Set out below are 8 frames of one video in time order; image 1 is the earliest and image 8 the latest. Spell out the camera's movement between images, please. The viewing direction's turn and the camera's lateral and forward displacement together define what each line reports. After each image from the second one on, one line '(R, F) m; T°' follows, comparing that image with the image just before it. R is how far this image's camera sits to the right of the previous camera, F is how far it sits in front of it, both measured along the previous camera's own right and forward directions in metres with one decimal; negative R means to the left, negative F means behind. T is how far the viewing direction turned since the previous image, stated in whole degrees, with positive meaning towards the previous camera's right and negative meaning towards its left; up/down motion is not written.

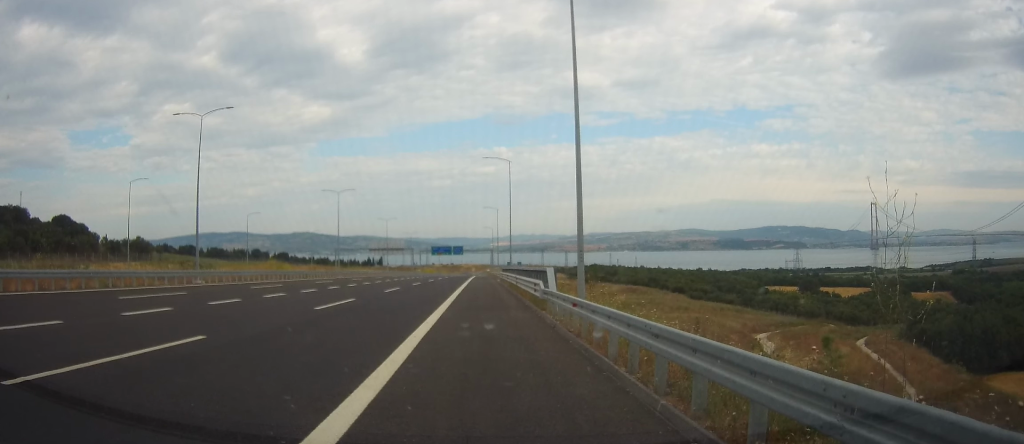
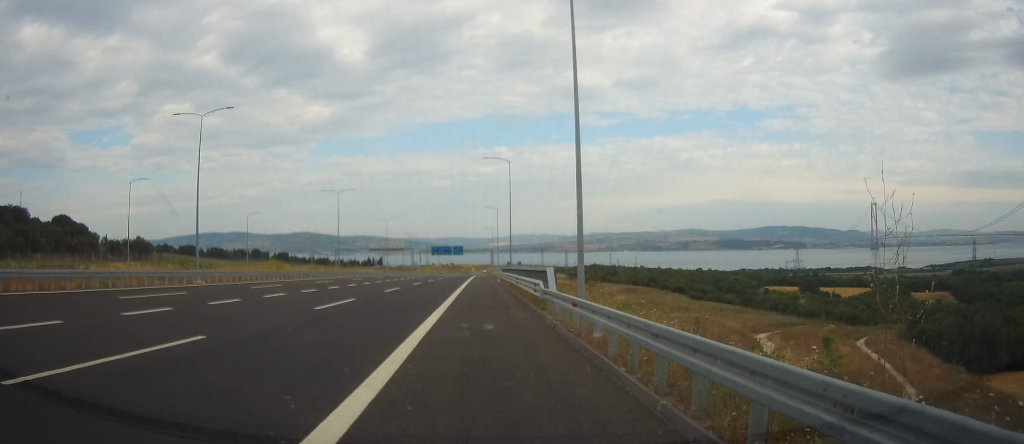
(0.0, 0.0) m; 0°
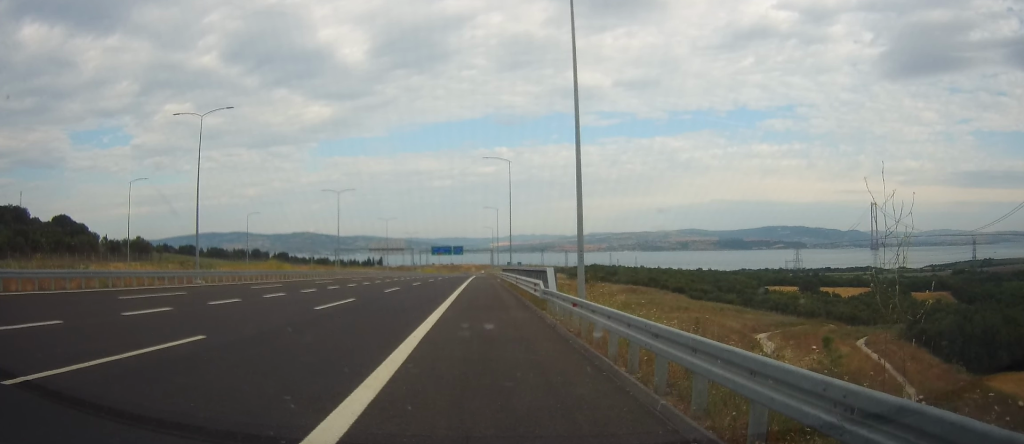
(0.0, 0.0) m; 0°
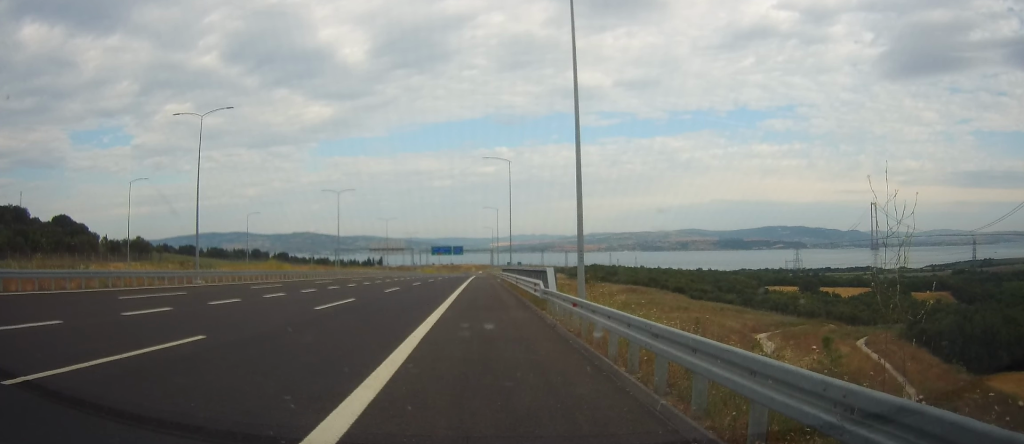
(0.0, 0.0) m; 0°
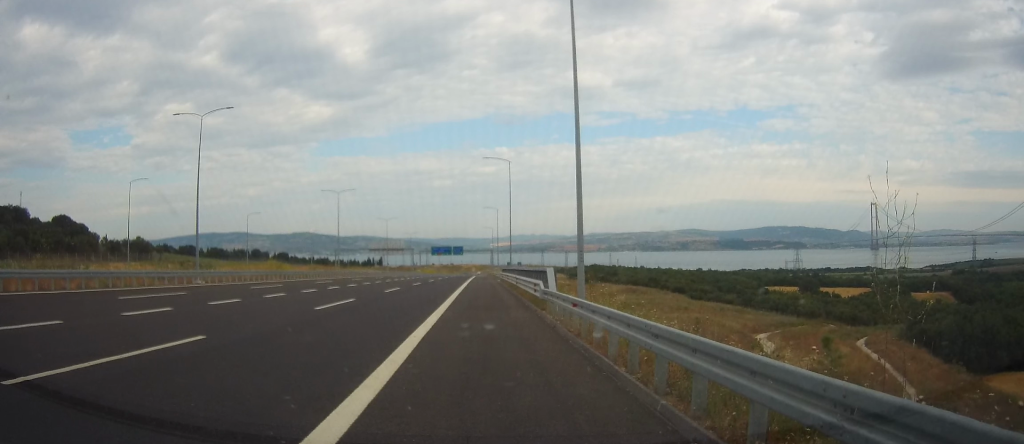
(0.0, 0.0) m; 0°
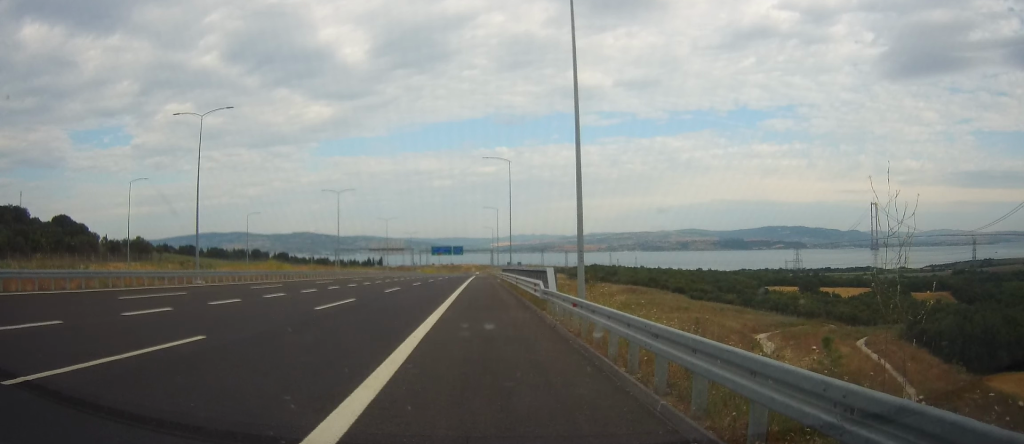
(0.0, 0.0) m; 0°
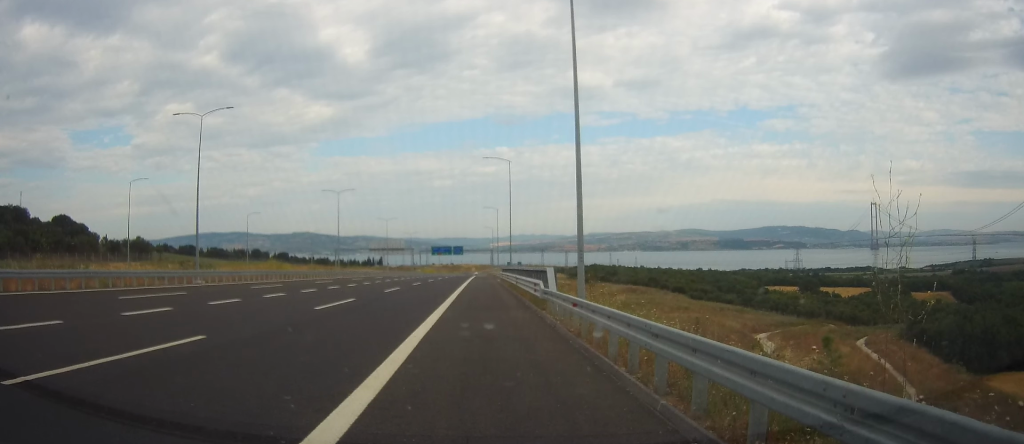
(0.0, 0.0) m; 0°
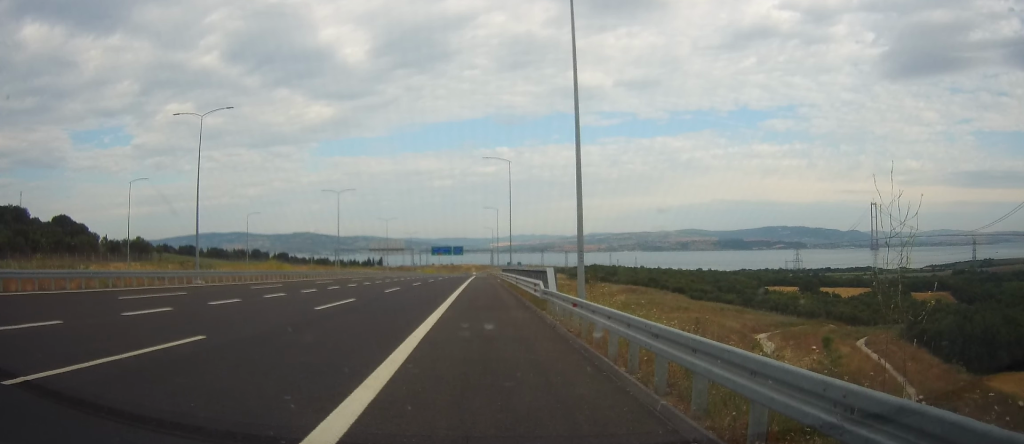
(0.0, 0.0) m; 0°
